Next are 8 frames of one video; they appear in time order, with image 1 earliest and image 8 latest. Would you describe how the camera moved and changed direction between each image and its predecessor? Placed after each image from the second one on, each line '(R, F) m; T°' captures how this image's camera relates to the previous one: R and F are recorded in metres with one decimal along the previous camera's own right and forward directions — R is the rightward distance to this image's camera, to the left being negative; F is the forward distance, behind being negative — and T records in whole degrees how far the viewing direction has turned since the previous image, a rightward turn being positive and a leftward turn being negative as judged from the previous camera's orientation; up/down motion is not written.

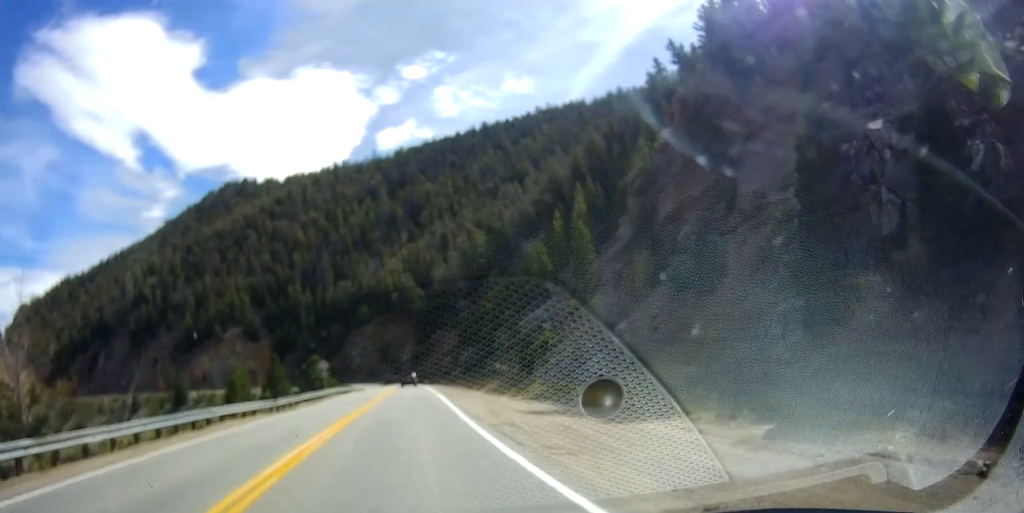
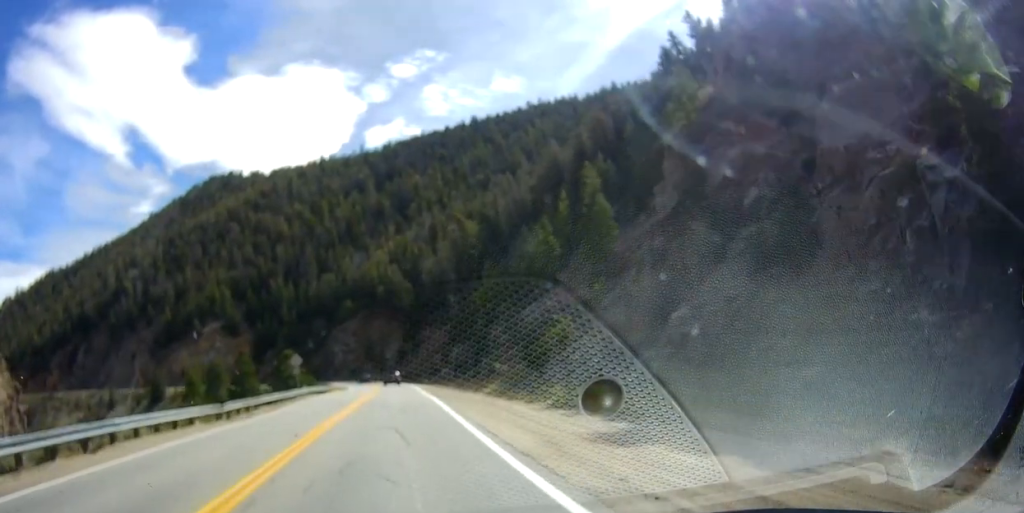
(+0.2, +9.2) m; +1°
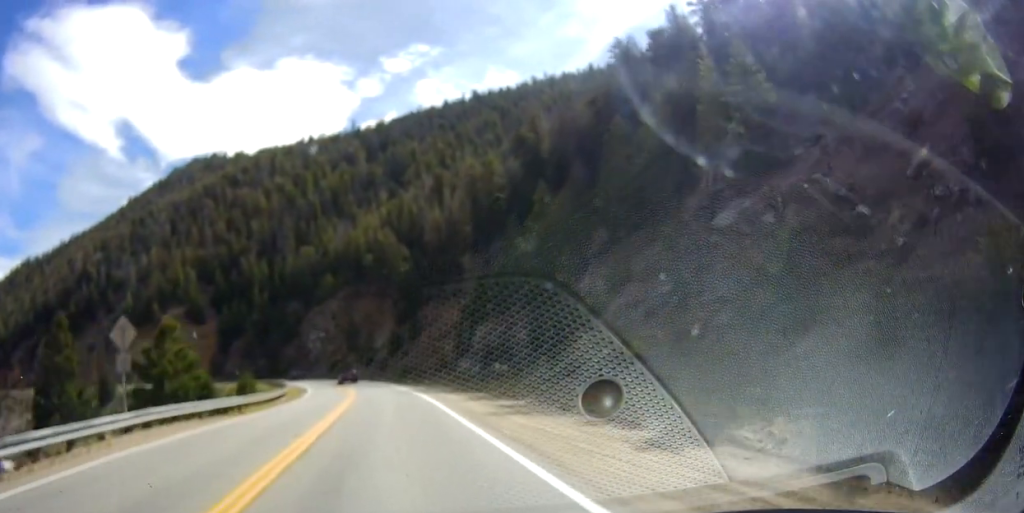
(+0.8, +36.7) m; +1°
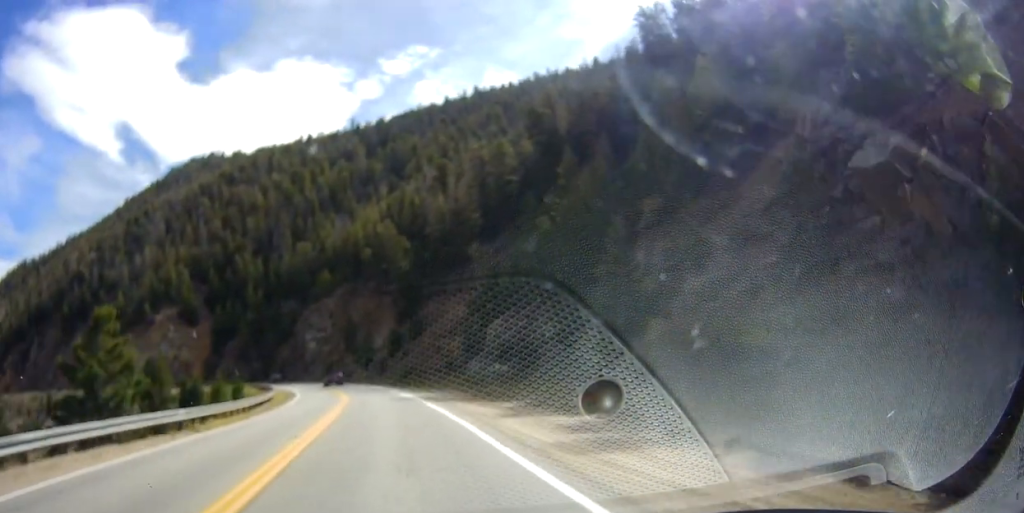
(+0.1, +8.6) m; 0°
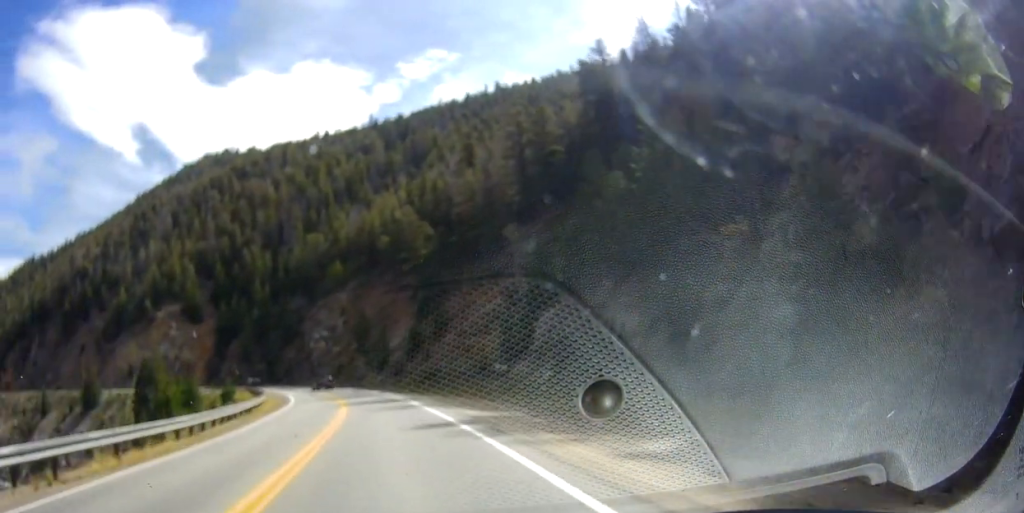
(-0.2, +12.6) m; -1°
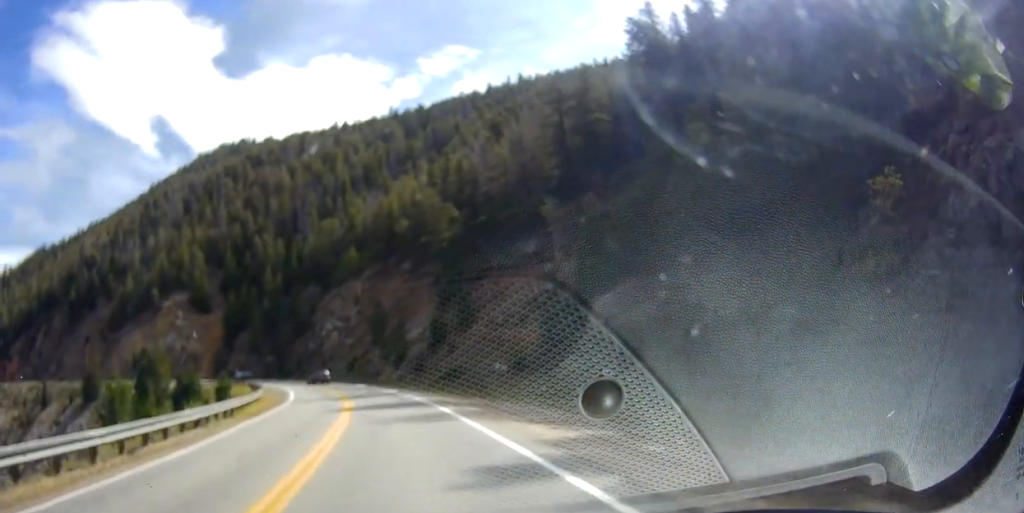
(-0.1, +8.1) m; 0°
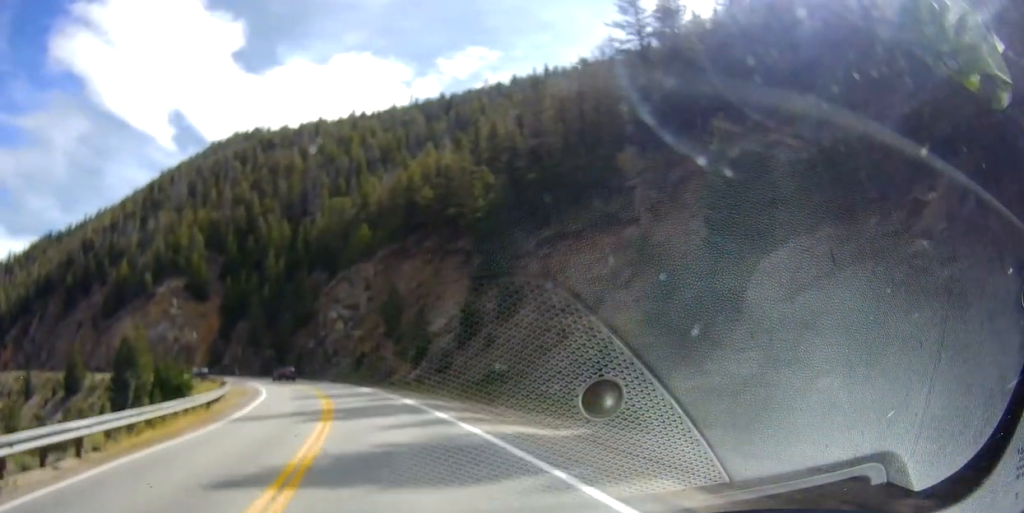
(0.0, +16.0) m; -1°
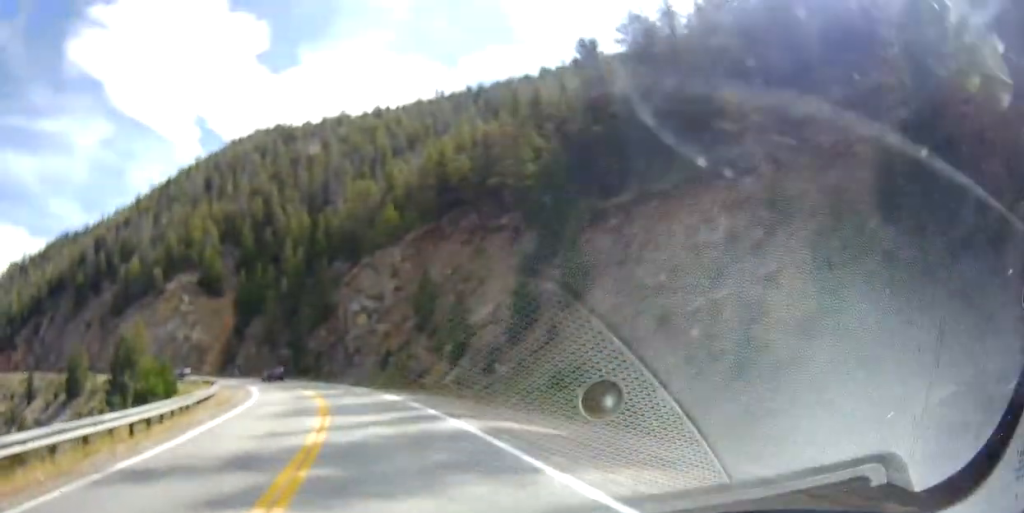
(-0.2, +11.4) m; -3°
